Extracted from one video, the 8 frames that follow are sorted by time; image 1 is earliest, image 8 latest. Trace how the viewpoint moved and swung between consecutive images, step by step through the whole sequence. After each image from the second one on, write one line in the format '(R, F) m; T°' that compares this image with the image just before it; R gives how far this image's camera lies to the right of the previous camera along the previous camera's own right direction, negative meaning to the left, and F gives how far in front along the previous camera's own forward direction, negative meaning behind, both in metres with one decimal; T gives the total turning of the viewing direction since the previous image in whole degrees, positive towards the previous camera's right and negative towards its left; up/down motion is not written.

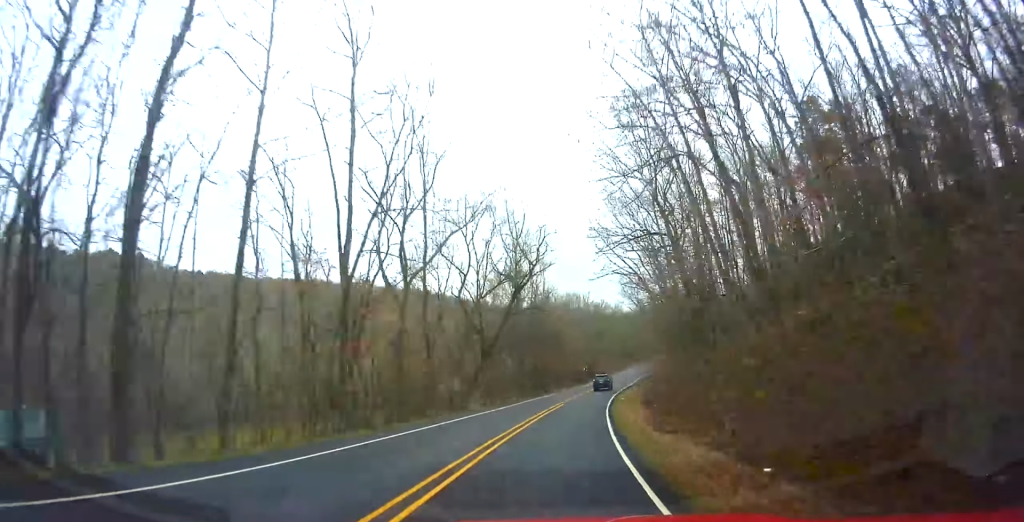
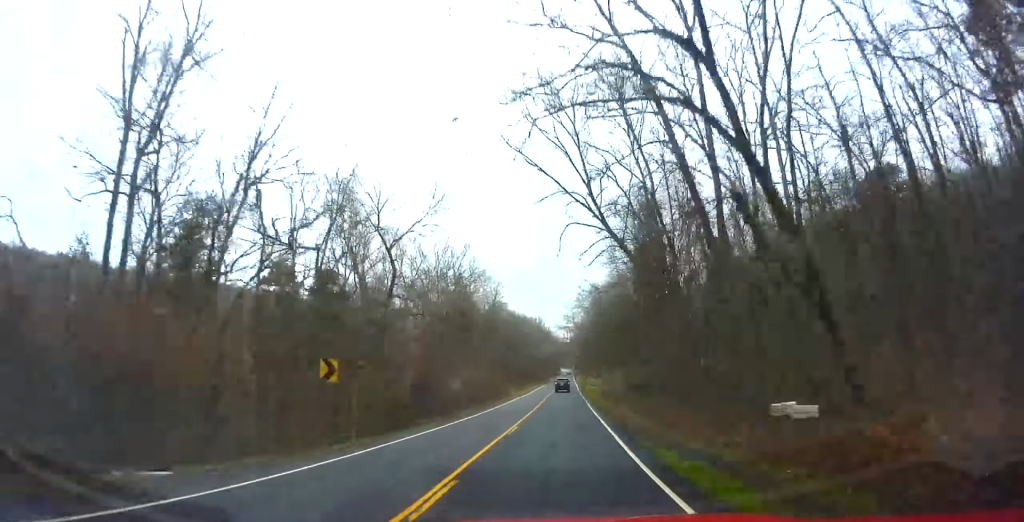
(+8.1, +75.2) m; +11°
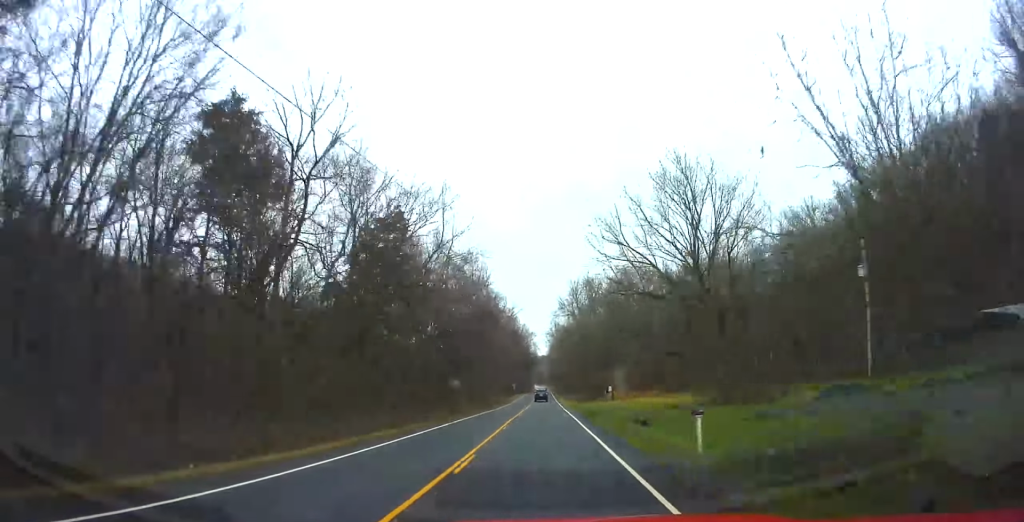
(+9.1, +103.8) m; +6°
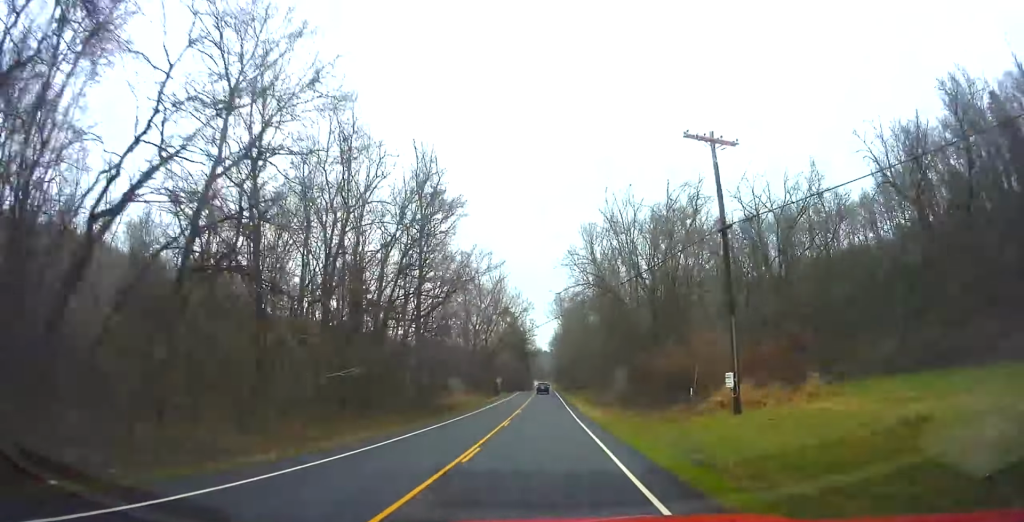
(+0.1, +47.4) m; 0°
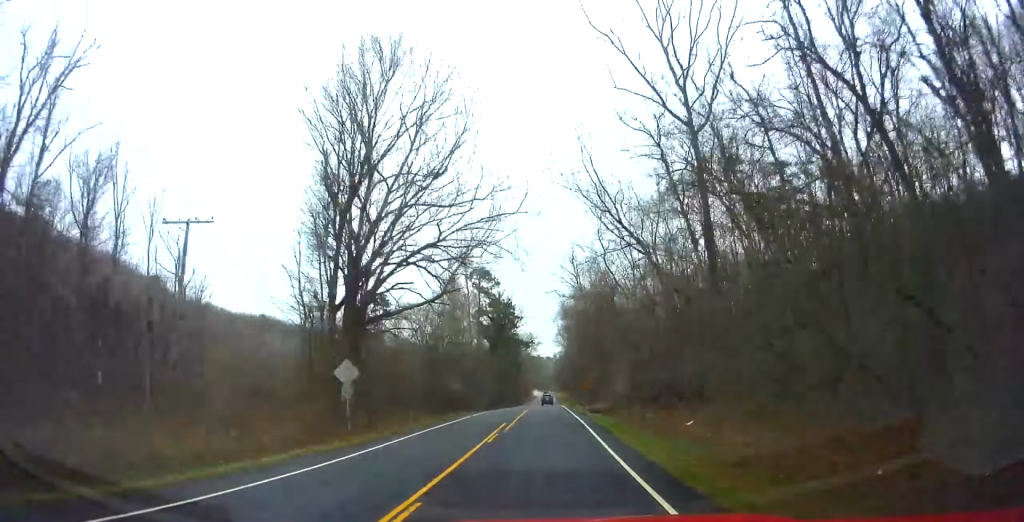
(-0.8, +69.3) m; 0°
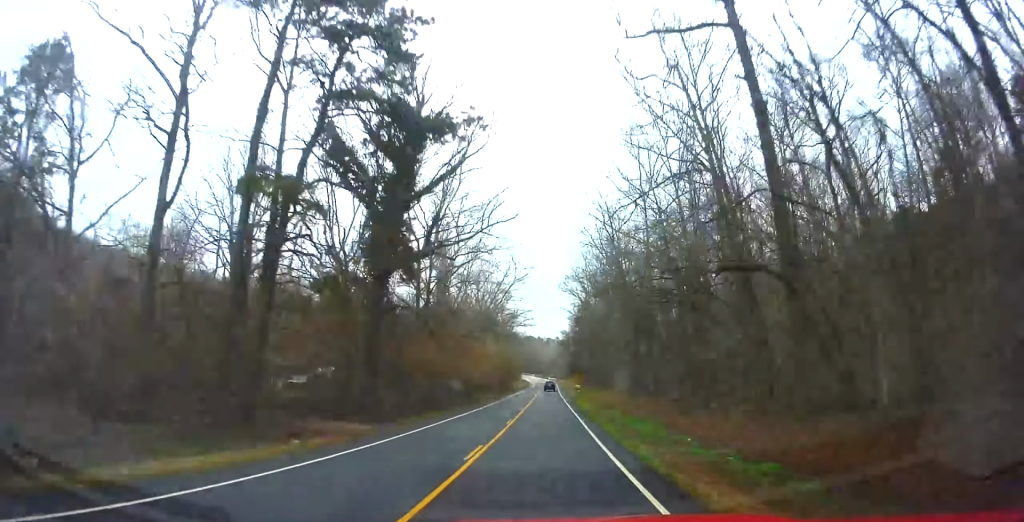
(+0.7, +81.6) m; 0°
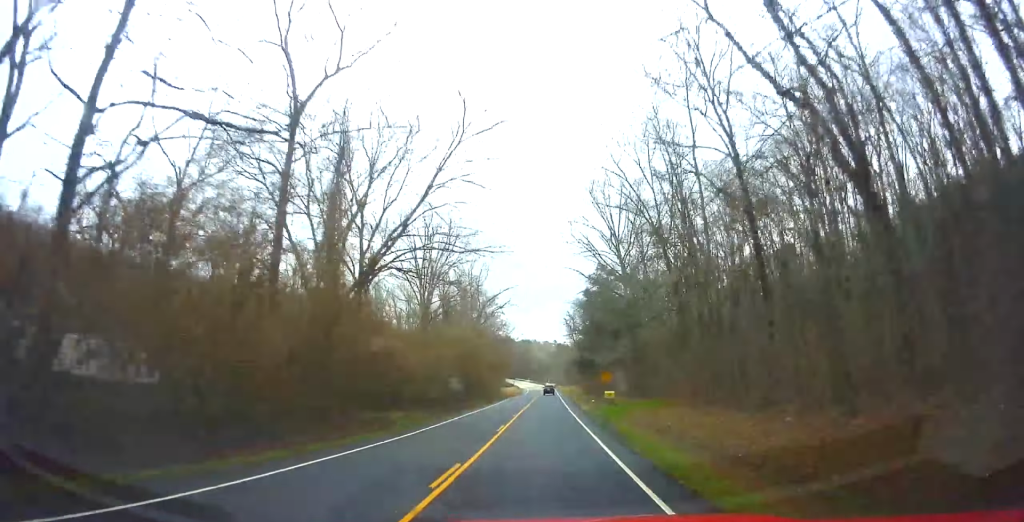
(-0.5, +40.8) m; 0°
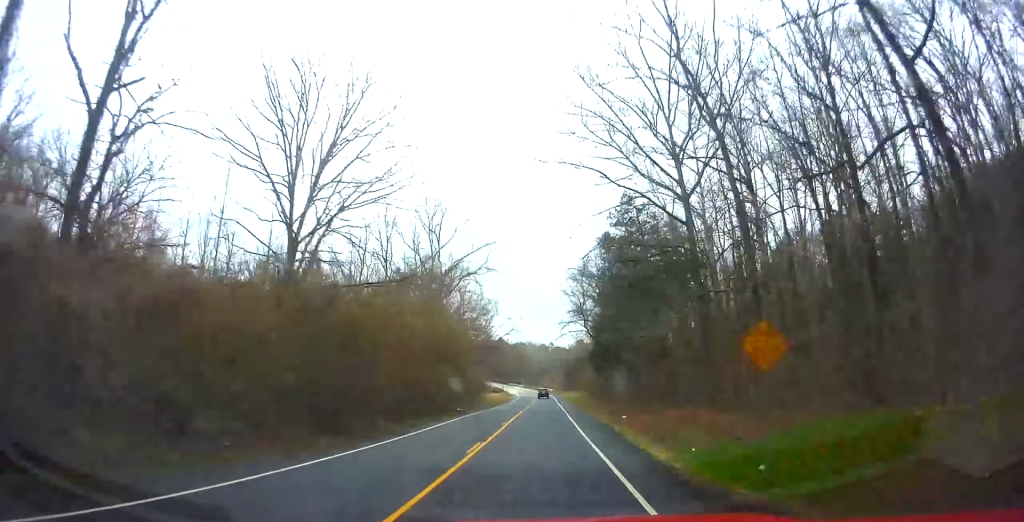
(-0.4, +31.2) m; 0°
